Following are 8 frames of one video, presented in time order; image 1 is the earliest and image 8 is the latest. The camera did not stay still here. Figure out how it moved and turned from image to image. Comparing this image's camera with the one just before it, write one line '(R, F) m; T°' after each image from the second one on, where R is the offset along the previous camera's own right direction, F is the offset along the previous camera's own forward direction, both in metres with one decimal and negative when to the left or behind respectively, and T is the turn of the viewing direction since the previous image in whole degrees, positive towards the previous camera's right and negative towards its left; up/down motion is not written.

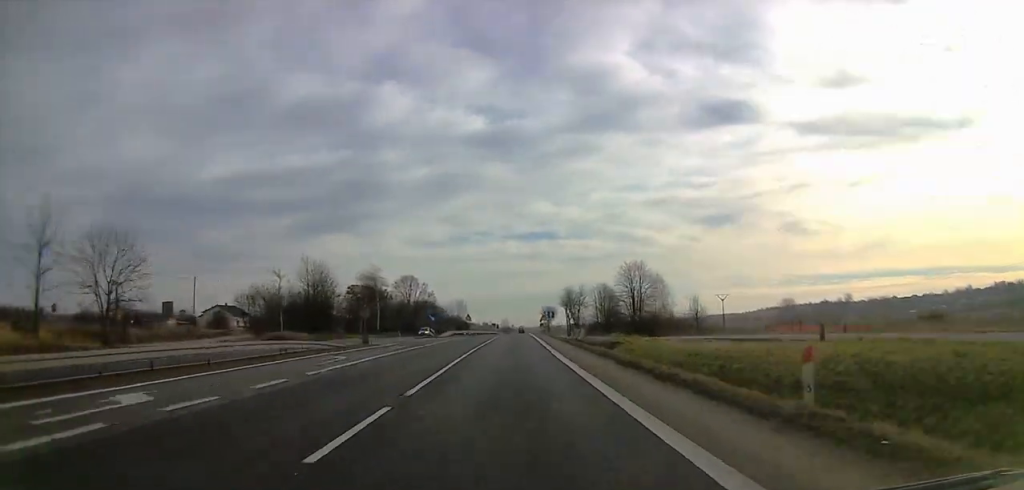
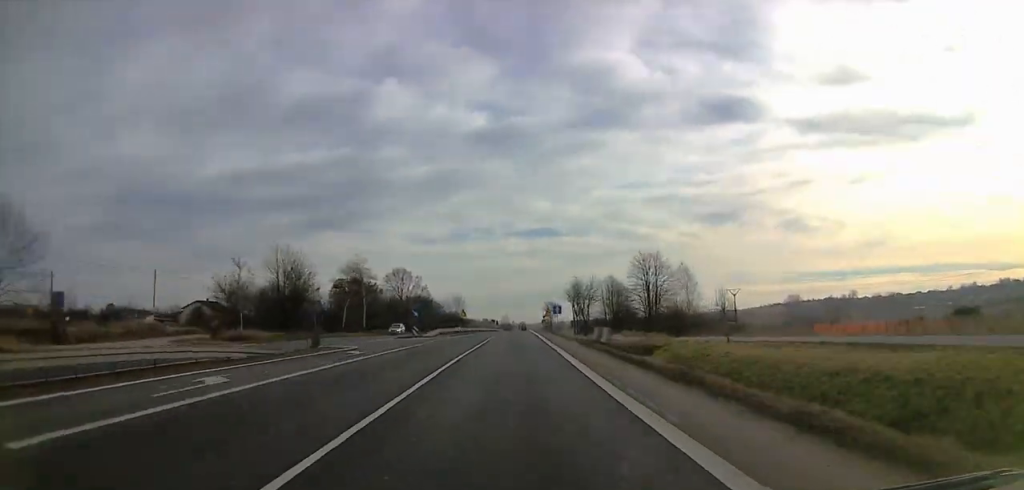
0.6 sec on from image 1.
(+0.5, +11.5) m; +2°
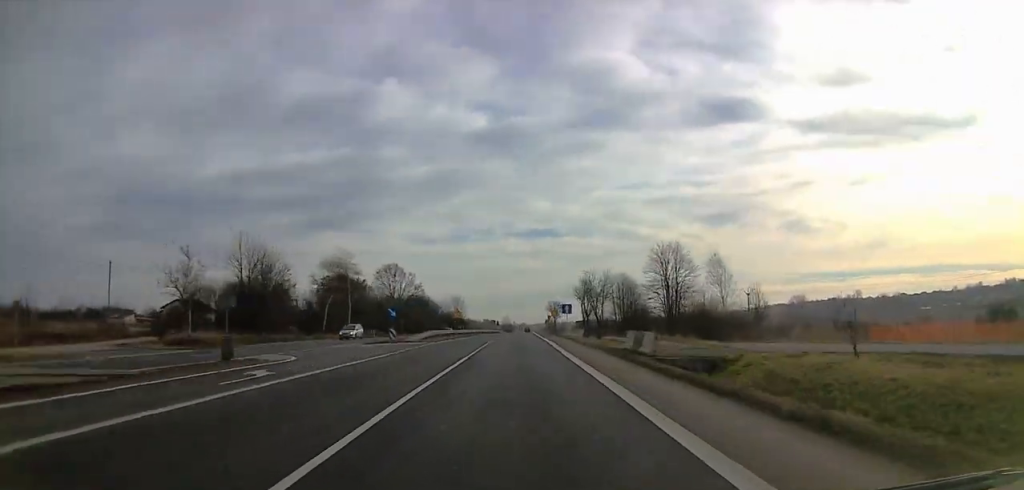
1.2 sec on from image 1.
(+0.2, +10.8) m; 0°
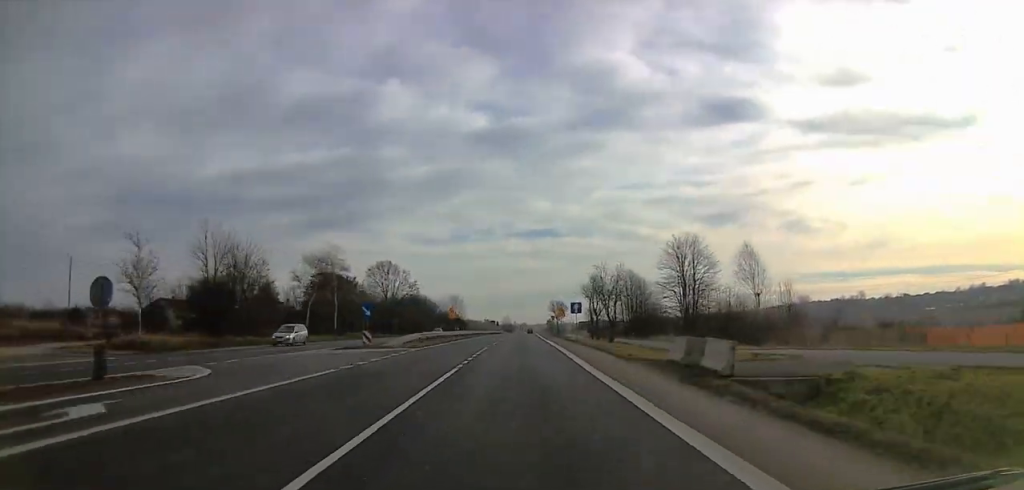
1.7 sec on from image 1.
(+0.1, +7.8) m; -1°
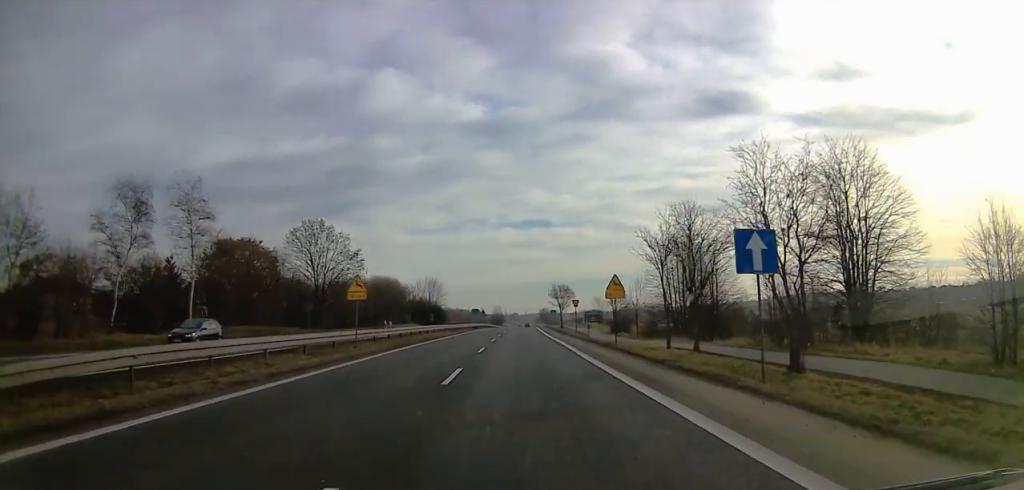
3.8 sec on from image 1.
(-0.8, +38.7) m; +2°
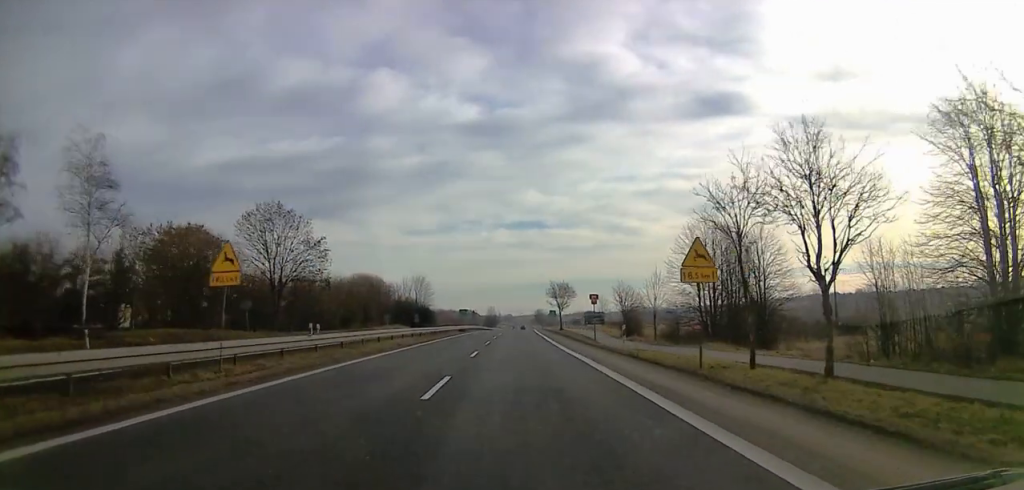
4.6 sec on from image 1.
(+0.4, +12.1) m; 0°
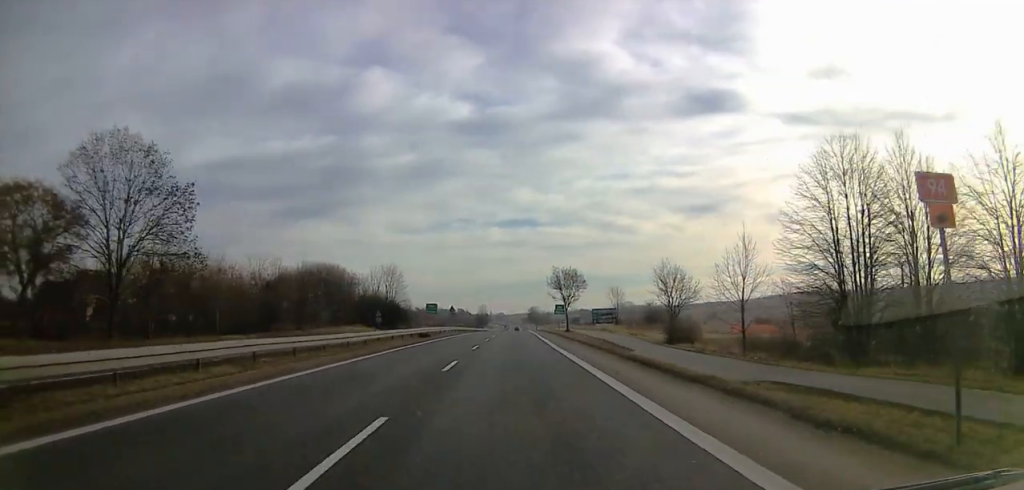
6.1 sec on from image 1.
(-0.7, +27.4) m; 0°
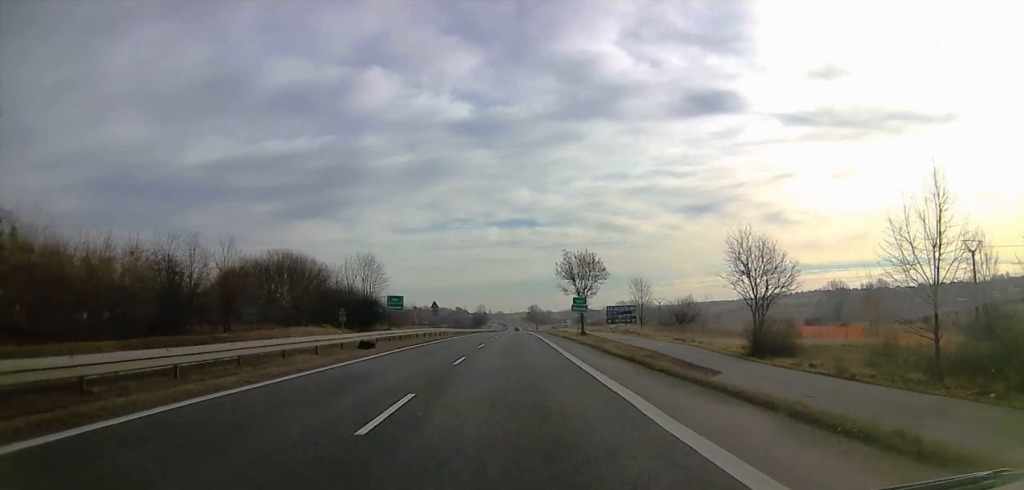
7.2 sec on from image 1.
(+0.8, +22.2) m; -1°
